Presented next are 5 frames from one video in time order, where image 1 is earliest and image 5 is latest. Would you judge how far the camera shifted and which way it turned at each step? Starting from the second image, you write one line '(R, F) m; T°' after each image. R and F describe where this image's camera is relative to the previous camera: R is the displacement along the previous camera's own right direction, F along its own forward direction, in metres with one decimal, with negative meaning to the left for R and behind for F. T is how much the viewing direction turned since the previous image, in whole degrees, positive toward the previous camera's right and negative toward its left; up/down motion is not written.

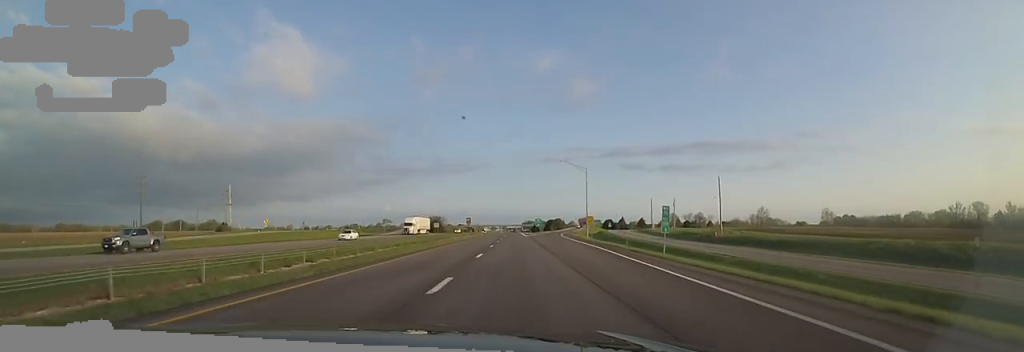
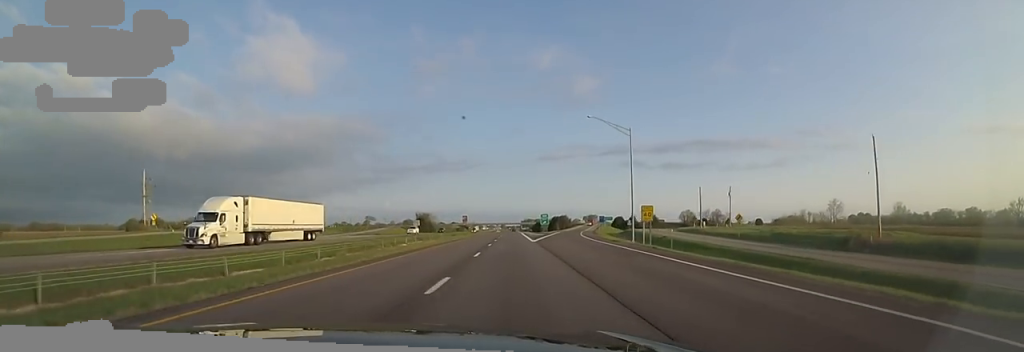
(0.0, +36.6) m; 0°
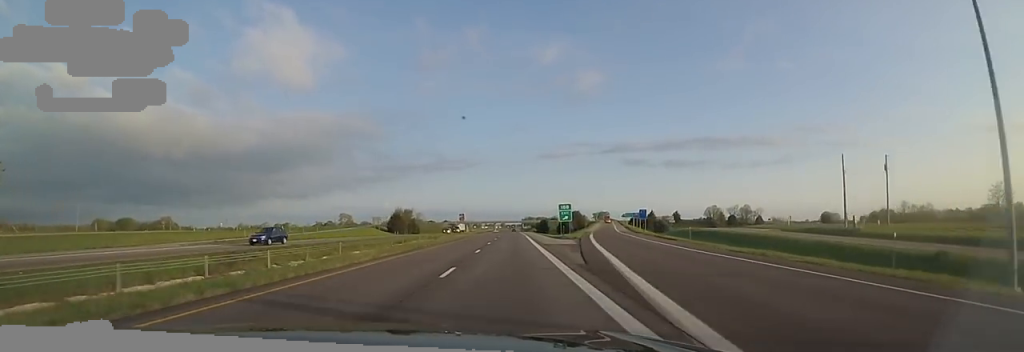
(0.0, +45.5) m; 0°
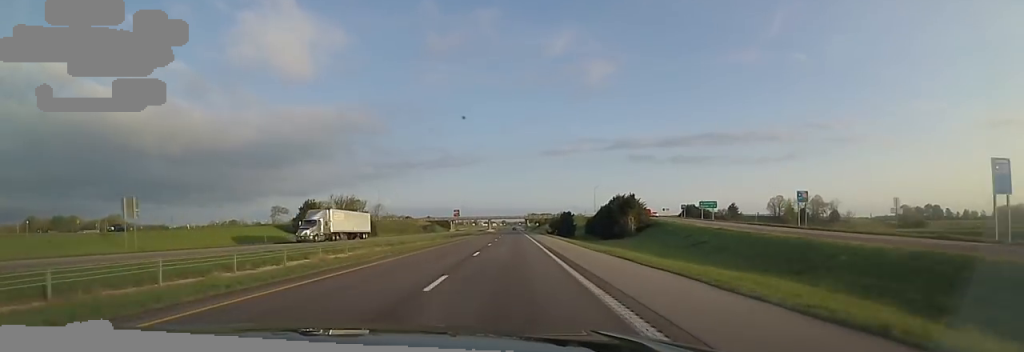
(+0.2, +77.4) m; 0°
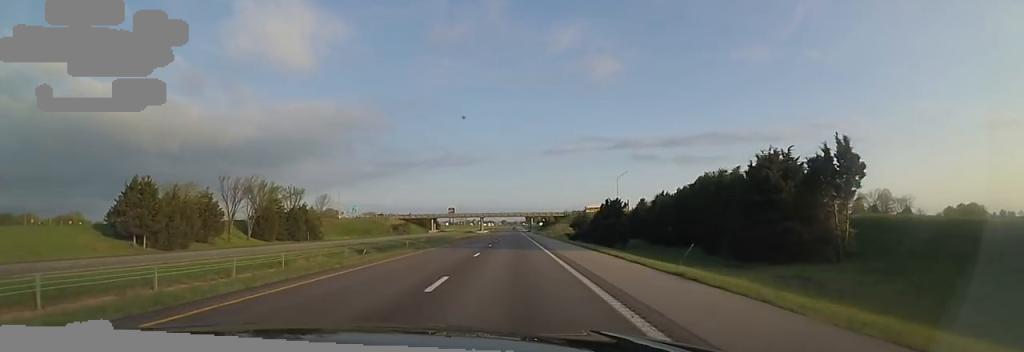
(-1.1, +50.5) m; 0°
